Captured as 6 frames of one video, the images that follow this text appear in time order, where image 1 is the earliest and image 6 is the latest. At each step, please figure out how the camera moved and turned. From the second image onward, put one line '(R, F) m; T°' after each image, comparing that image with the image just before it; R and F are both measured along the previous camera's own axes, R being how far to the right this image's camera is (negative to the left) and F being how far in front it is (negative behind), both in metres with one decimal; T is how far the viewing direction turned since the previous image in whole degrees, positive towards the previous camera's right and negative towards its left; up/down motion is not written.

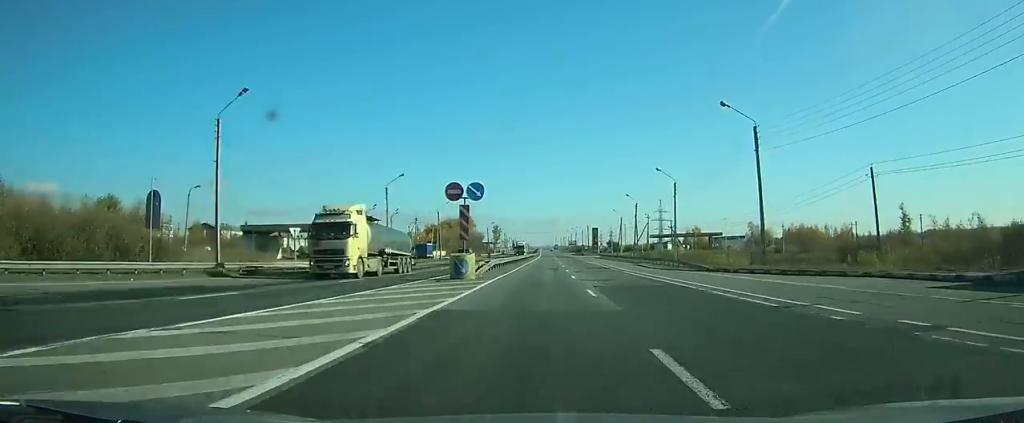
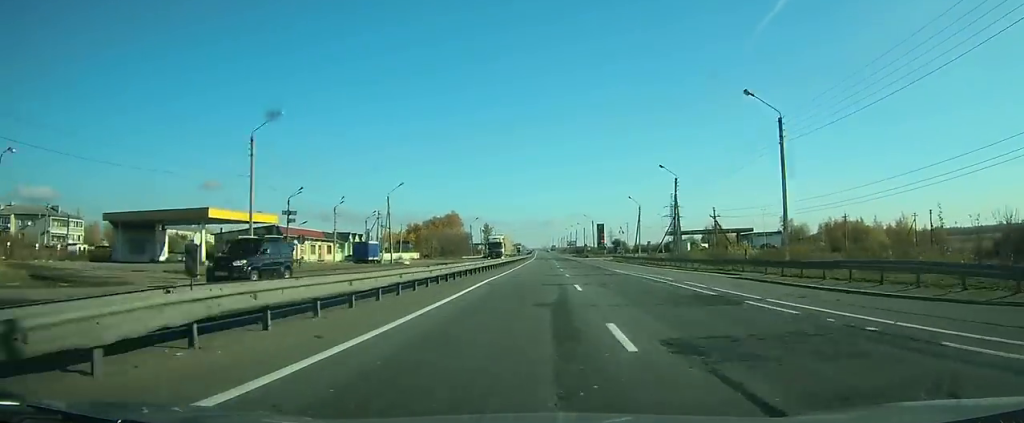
(-0.1, +37.9) m; 0°
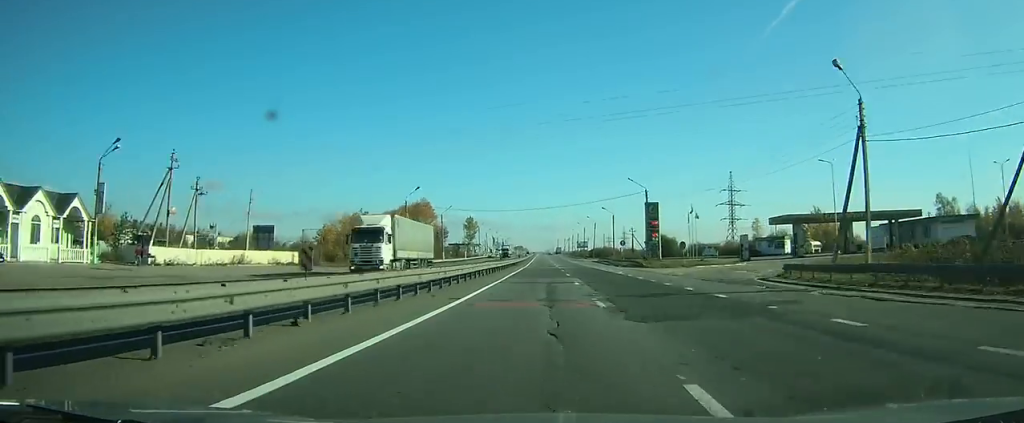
(-0.2, +82.6) m; 0°
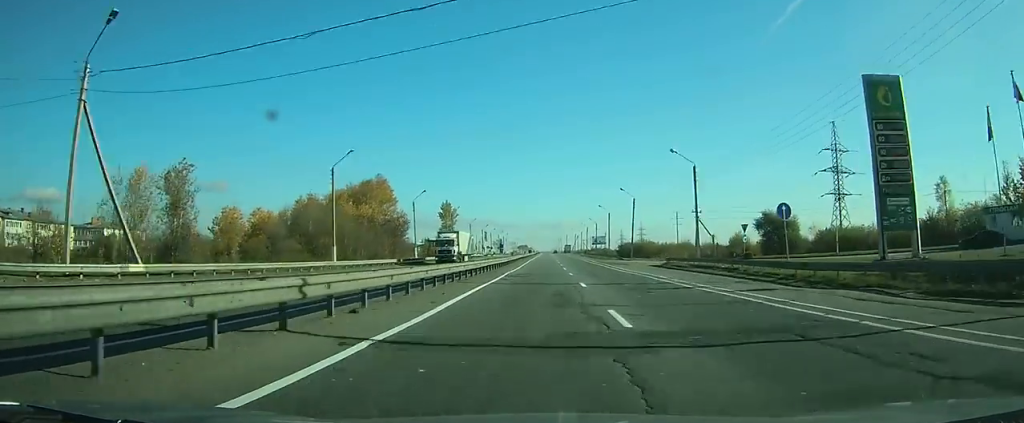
(+0.1, +62.5) m; 0°
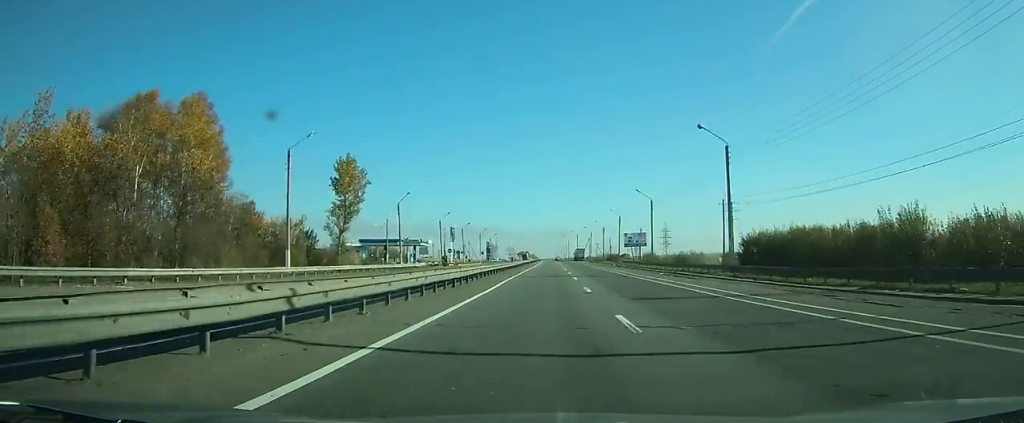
(-0.1, +85.2) m; 0°
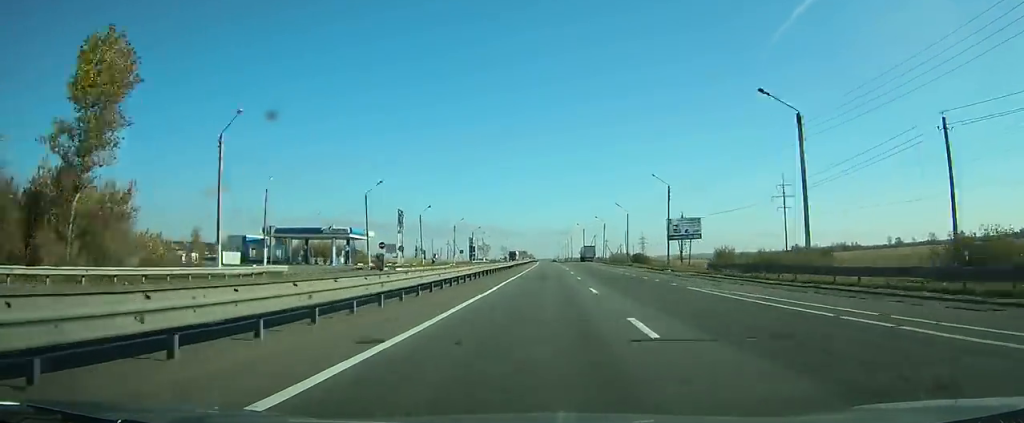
(-0.2, +47.2) m; 0°
